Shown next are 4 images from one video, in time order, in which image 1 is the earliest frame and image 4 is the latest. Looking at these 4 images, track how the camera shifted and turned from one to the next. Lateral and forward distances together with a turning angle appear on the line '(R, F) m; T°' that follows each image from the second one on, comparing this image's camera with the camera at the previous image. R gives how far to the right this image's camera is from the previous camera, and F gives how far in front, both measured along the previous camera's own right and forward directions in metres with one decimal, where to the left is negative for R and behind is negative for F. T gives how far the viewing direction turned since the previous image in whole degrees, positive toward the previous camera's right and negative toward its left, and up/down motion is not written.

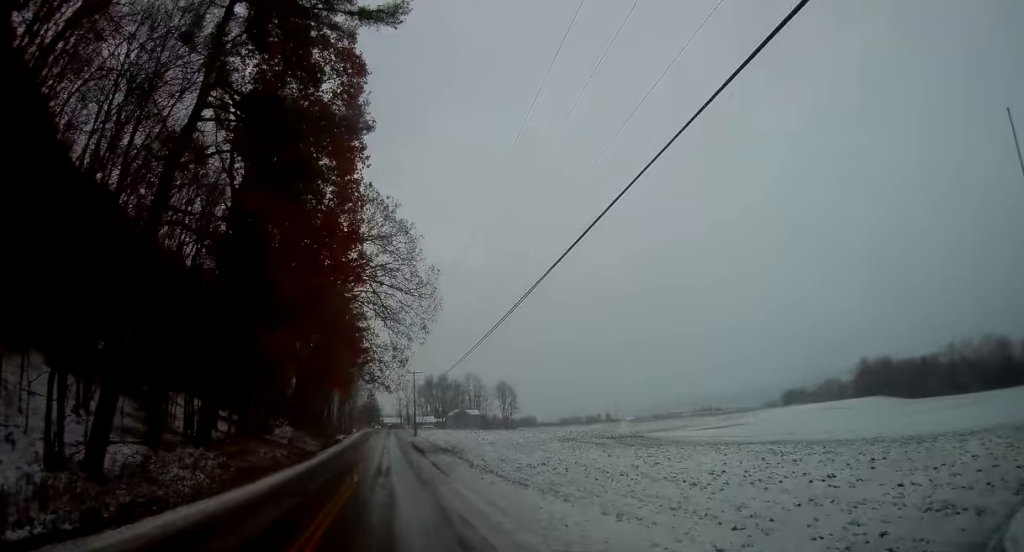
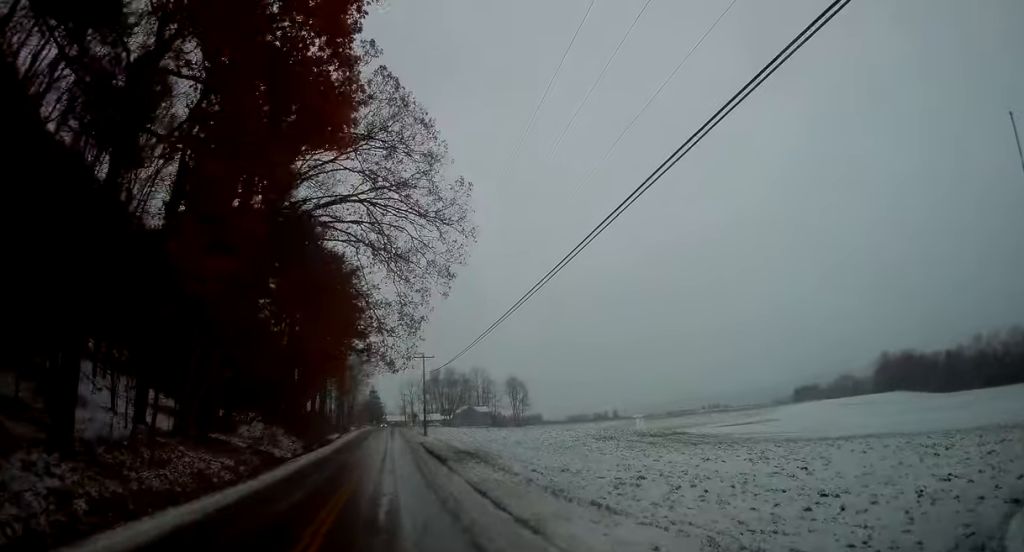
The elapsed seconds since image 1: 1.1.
(+0.3, +15.7) m; +1°
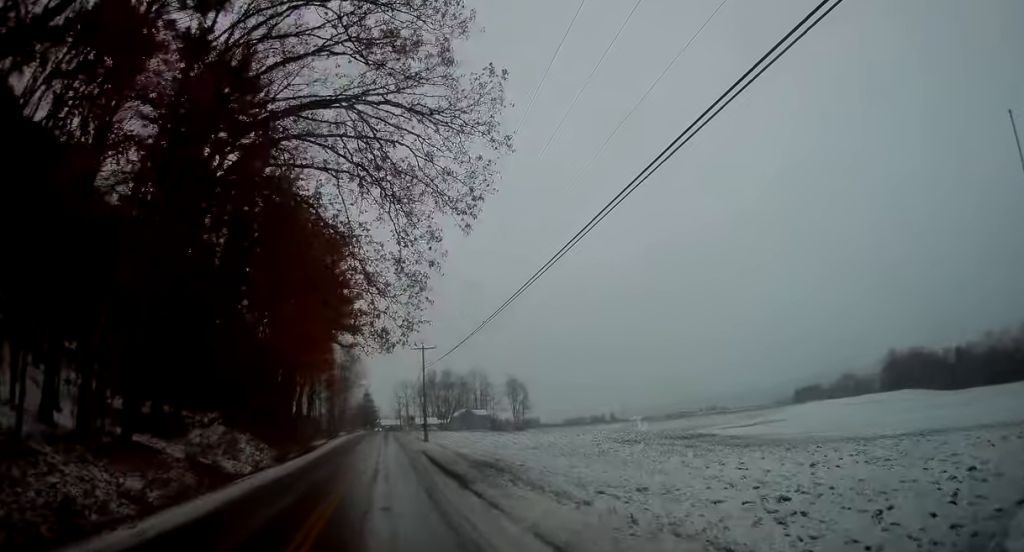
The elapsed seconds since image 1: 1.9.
(0.0, +10.3) m; -1°
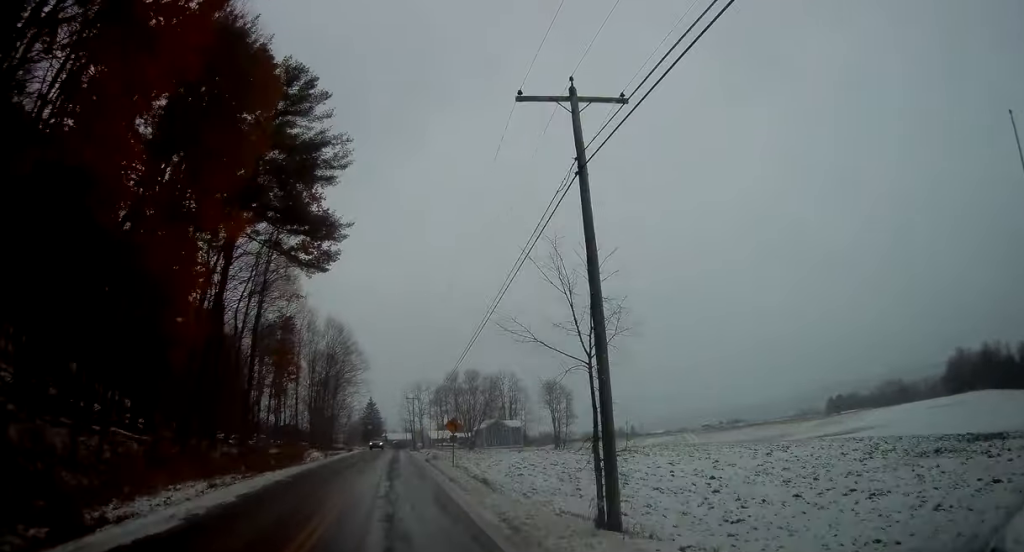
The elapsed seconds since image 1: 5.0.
(-0.3, +45.2) m; 0°
